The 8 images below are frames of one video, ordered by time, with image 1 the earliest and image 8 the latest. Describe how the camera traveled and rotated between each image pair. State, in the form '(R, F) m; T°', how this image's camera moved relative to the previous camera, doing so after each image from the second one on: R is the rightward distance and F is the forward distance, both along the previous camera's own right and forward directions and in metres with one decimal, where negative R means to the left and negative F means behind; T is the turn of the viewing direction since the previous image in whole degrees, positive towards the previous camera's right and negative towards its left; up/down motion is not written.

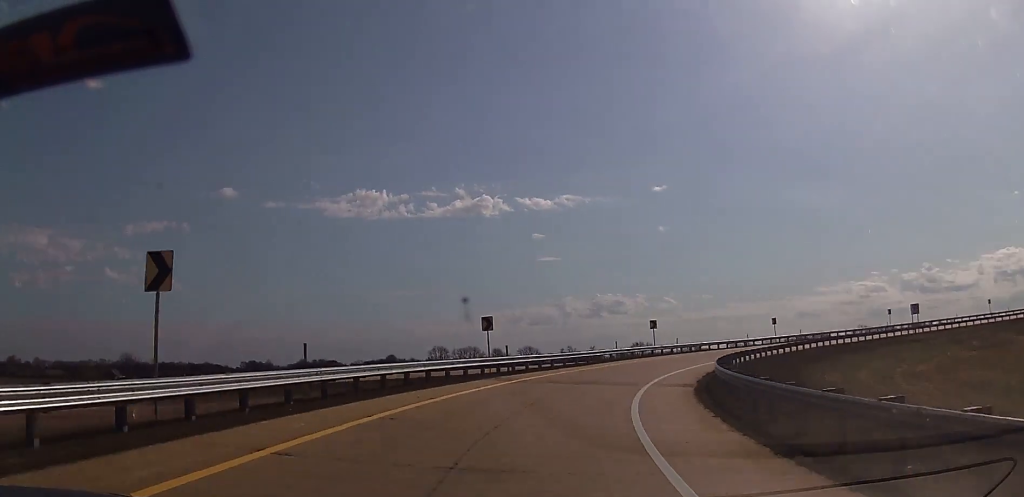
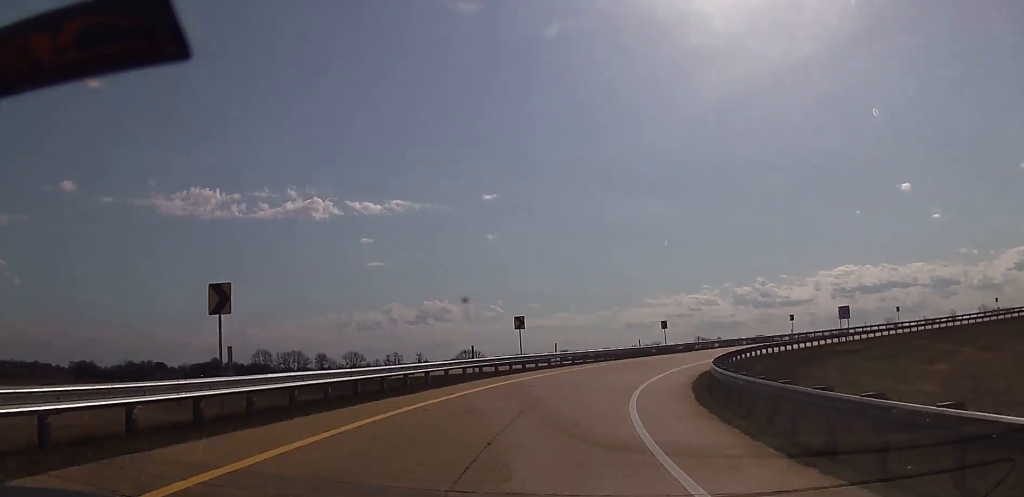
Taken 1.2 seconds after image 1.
(+2.5, +20.4) m; +14°
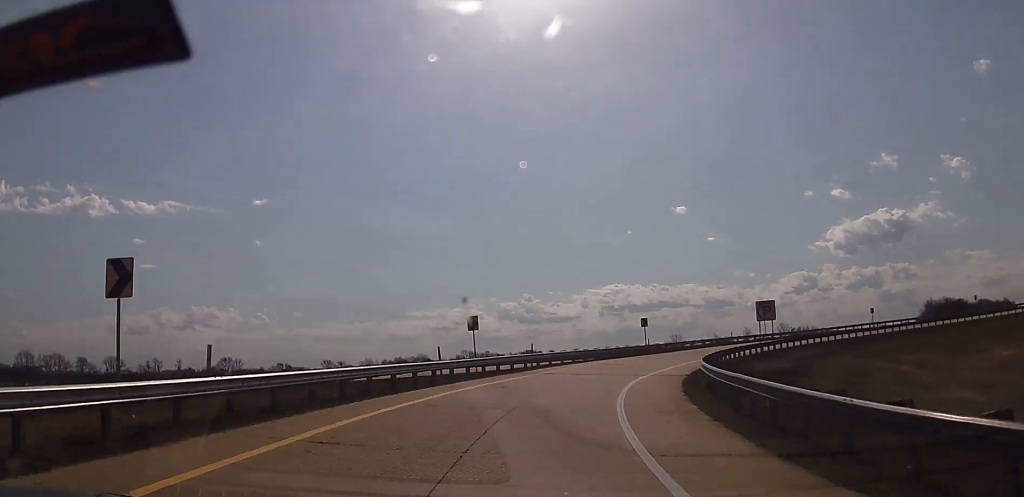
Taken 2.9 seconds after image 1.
(+5.1, +28.3) m; +20°
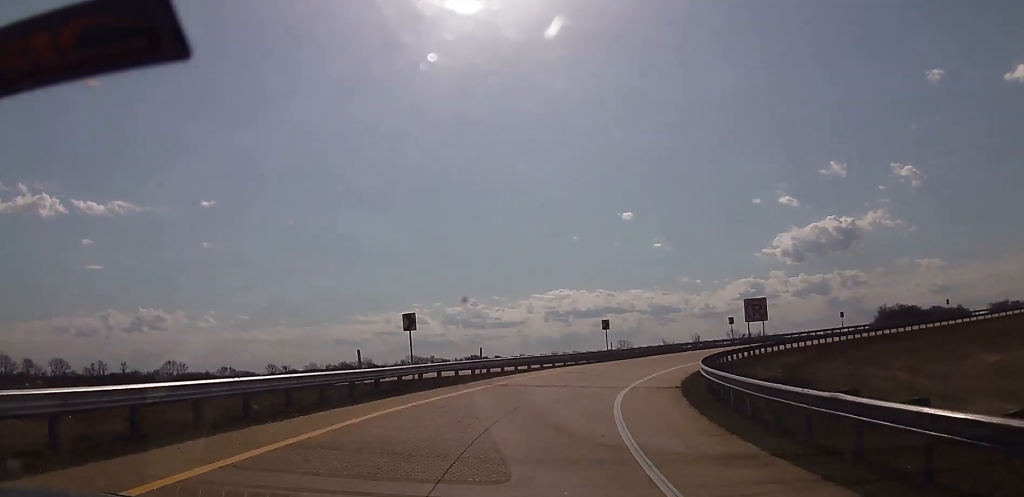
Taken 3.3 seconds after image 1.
(+0.3, +6.7) m; +4°
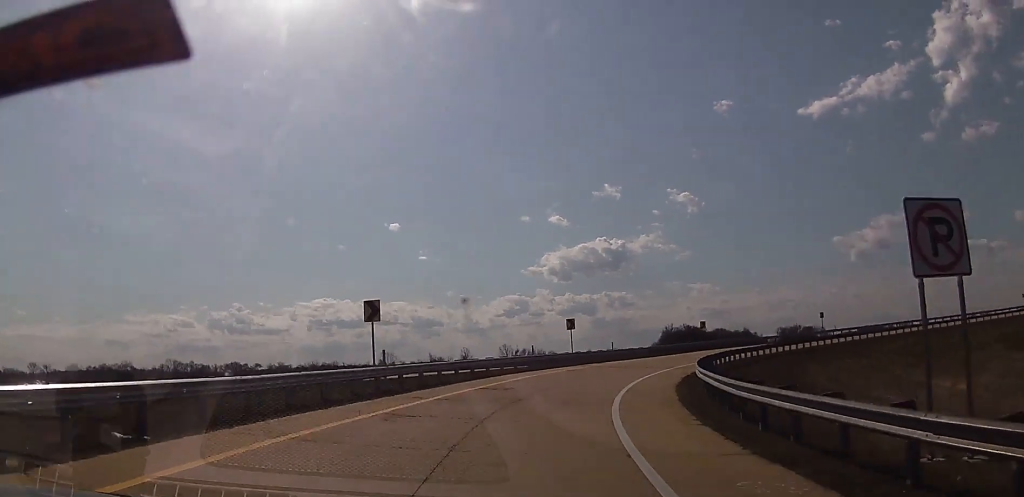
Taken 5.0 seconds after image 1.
(+4.3, +28.8) m; +21°
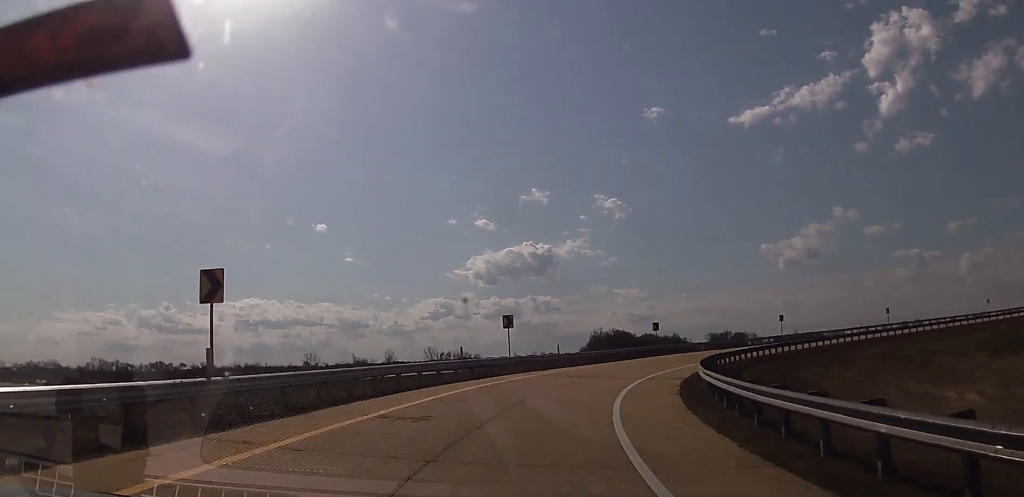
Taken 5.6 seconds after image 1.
(+1.4, +9.6) m; +11°
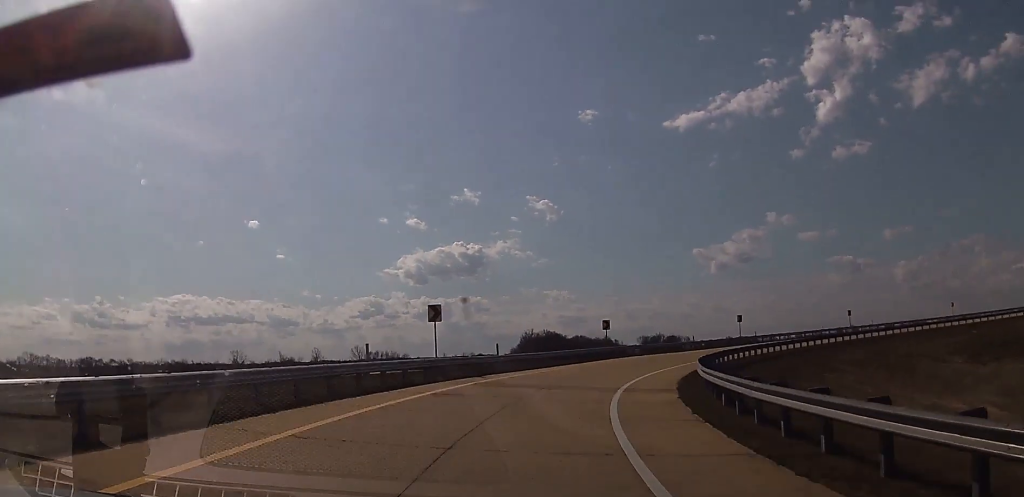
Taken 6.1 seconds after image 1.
(0.0, +8.5) m; +10°
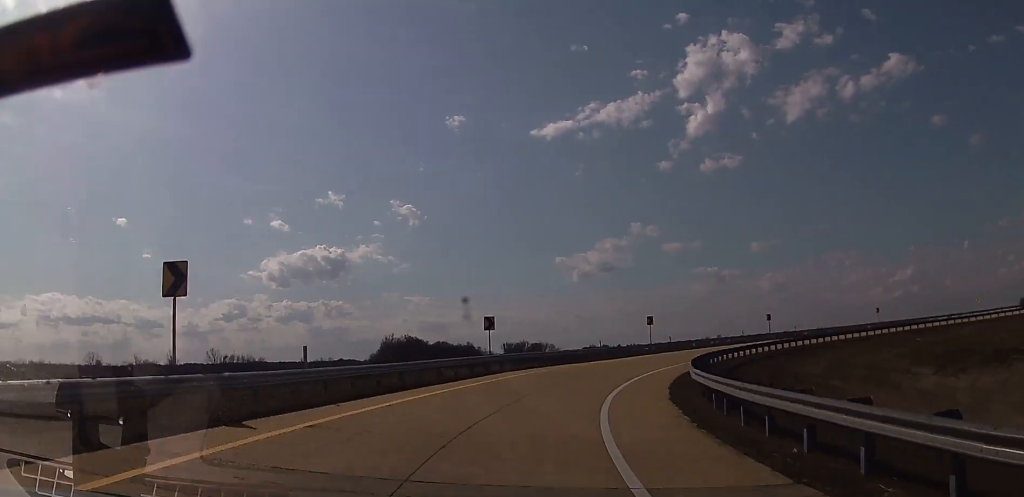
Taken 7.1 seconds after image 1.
(+3.1, +16.3) m; +11°
